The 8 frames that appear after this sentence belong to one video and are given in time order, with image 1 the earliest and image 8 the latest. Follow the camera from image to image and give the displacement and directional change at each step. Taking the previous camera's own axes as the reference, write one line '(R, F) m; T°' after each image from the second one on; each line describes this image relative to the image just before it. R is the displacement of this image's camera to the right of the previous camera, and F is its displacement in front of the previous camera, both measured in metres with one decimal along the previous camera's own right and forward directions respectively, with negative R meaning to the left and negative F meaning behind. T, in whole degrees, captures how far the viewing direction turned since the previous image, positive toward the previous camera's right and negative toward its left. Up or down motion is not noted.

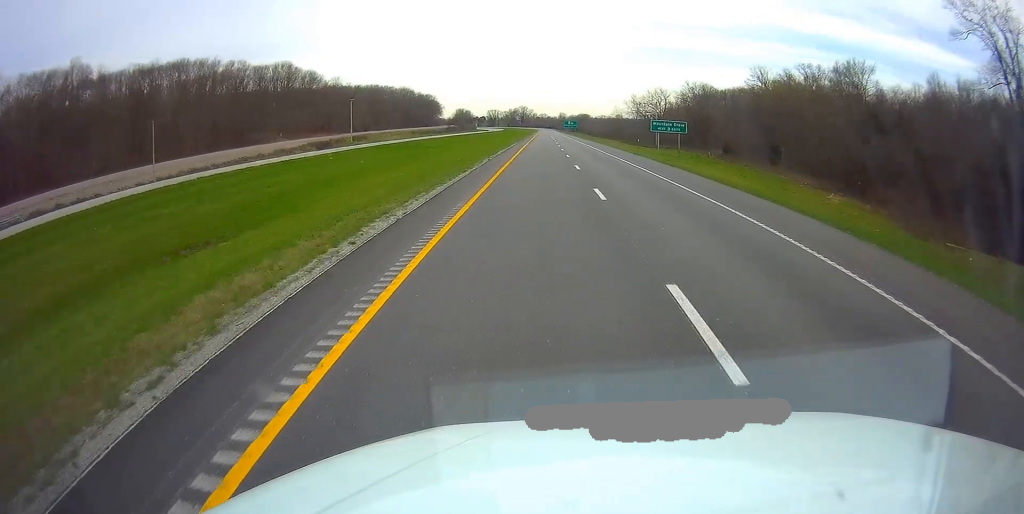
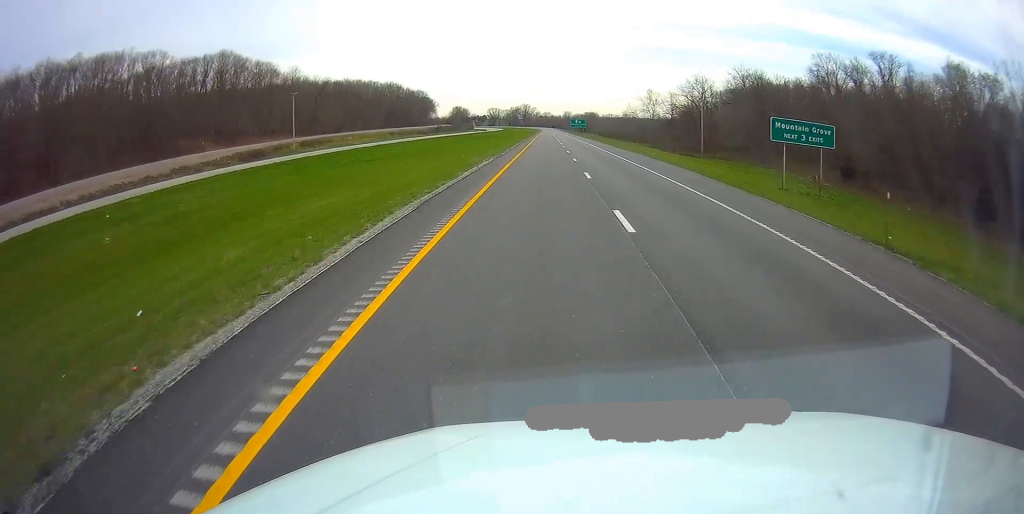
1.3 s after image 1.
(+0.4, +41.5) m; +1°
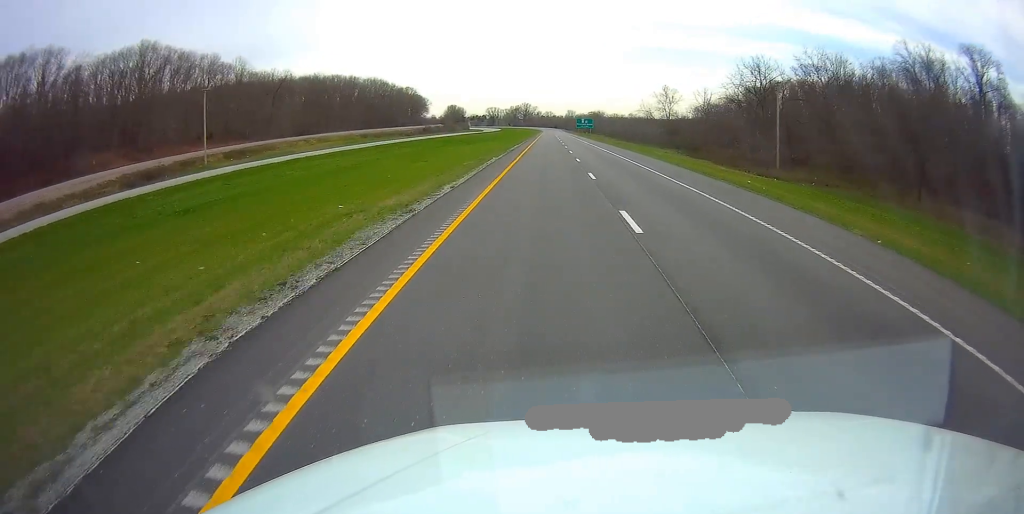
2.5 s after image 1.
(-0.3, +36.3) m; -1°
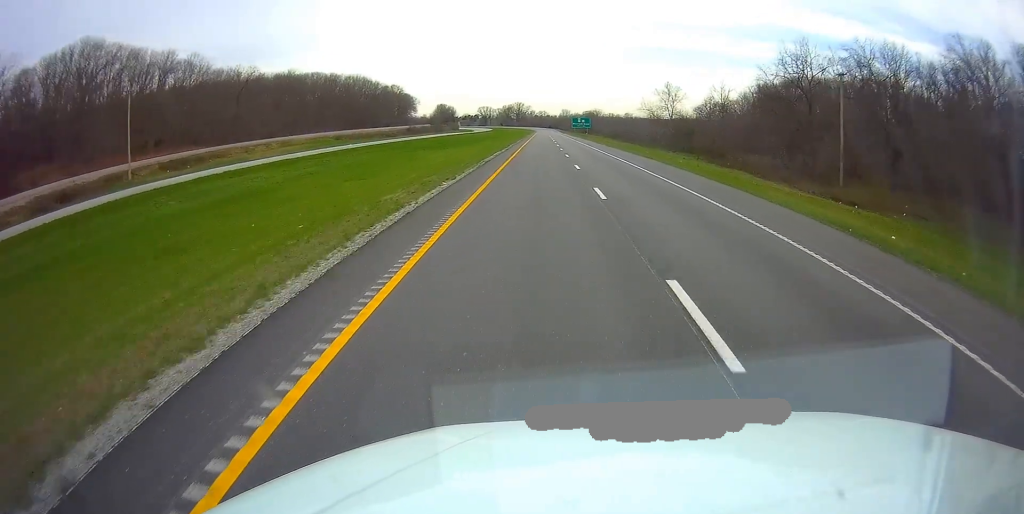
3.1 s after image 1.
(0.0, +18.7) m; 0°
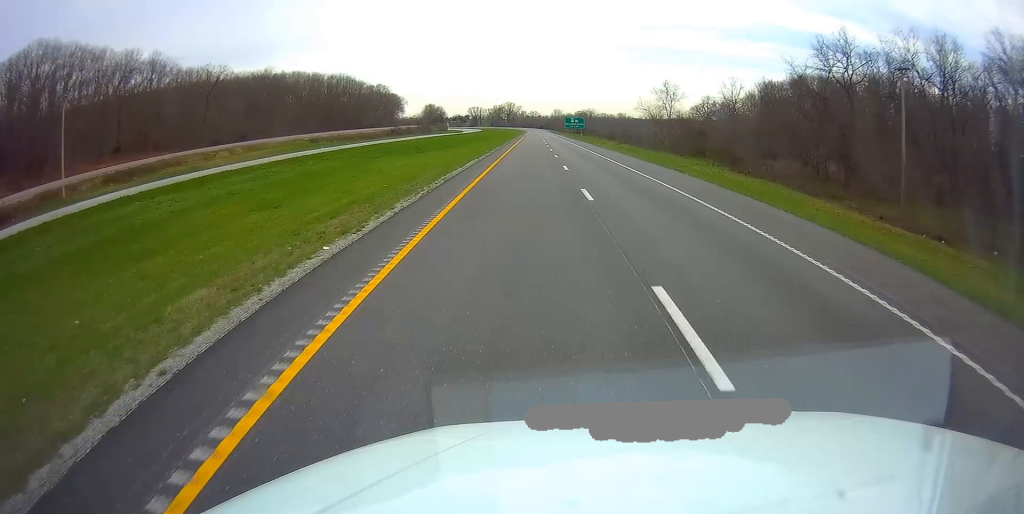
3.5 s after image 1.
(0.0, +12.5) m; +1°
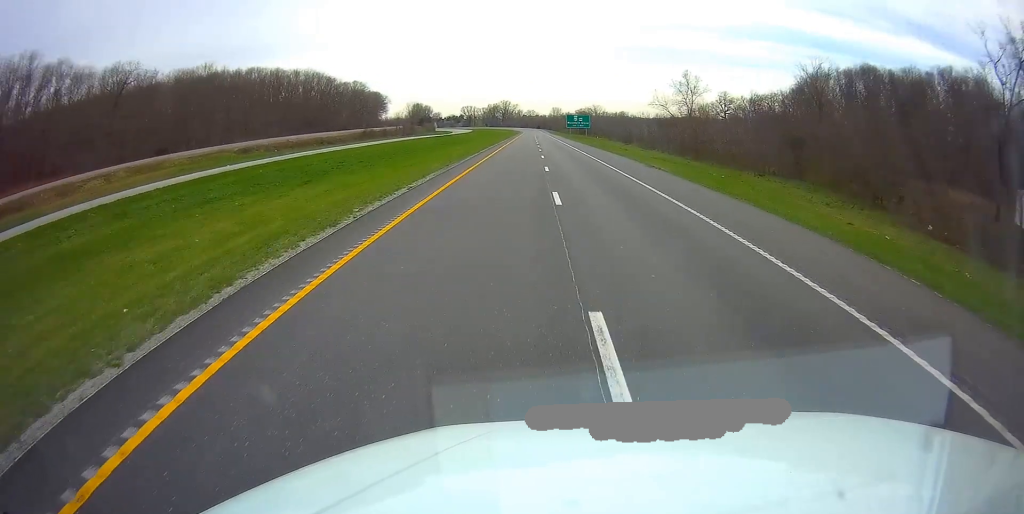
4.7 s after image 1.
(+0.6, +37.4) m; 0°
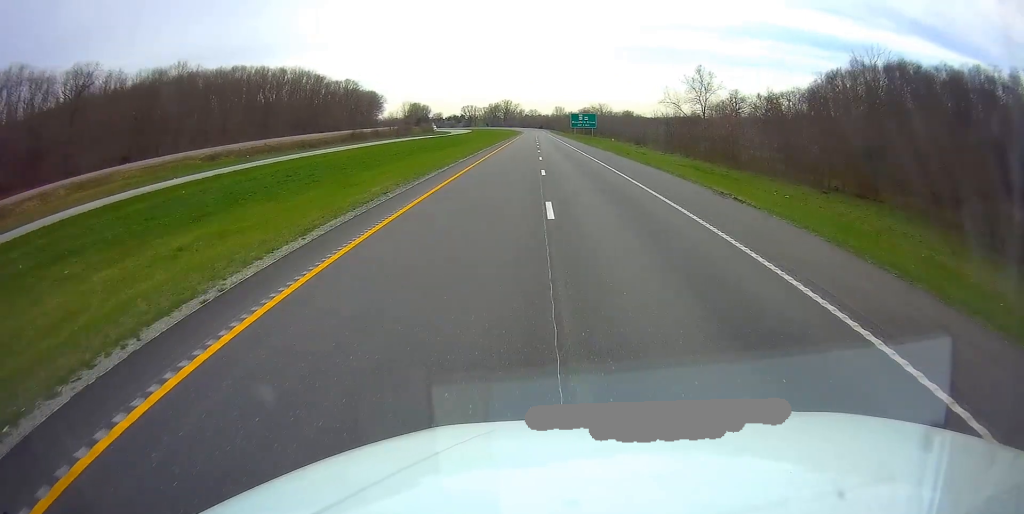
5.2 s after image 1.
(-0.3, +14.6) m; 0°
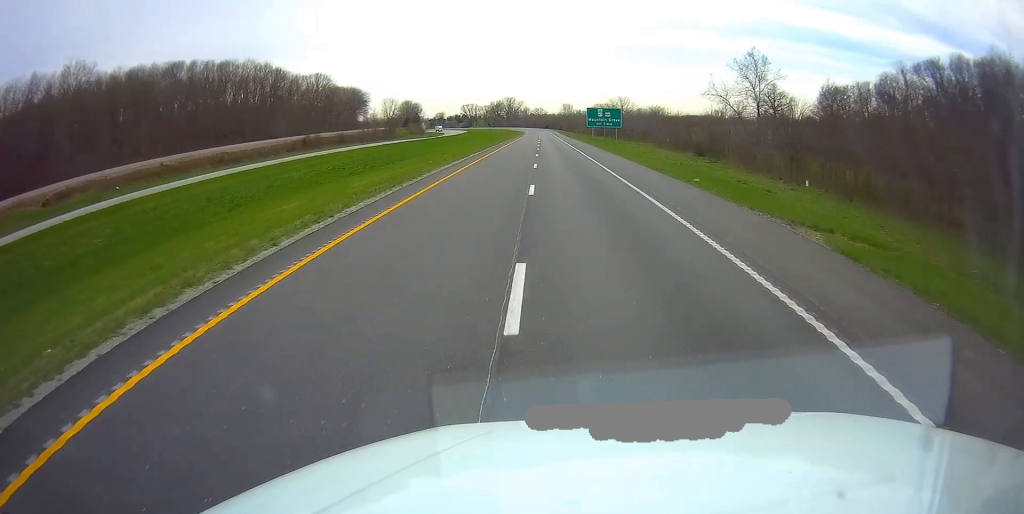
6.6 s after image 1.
(0.0, +43.6) m; 0°
